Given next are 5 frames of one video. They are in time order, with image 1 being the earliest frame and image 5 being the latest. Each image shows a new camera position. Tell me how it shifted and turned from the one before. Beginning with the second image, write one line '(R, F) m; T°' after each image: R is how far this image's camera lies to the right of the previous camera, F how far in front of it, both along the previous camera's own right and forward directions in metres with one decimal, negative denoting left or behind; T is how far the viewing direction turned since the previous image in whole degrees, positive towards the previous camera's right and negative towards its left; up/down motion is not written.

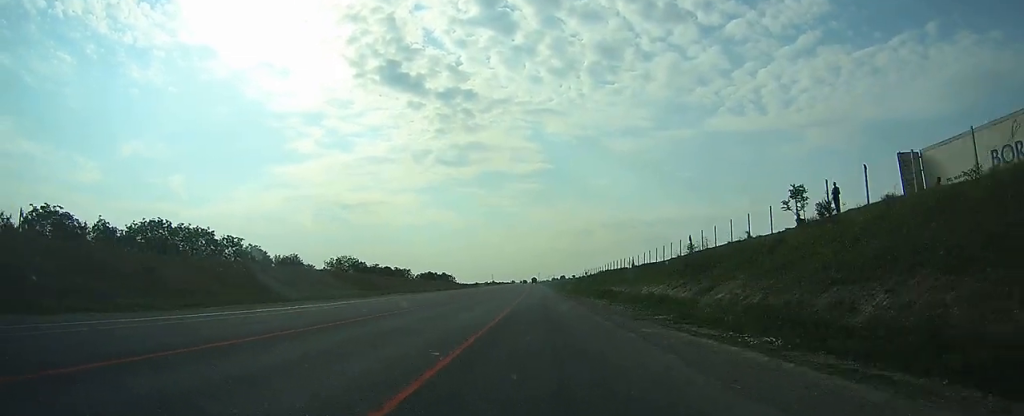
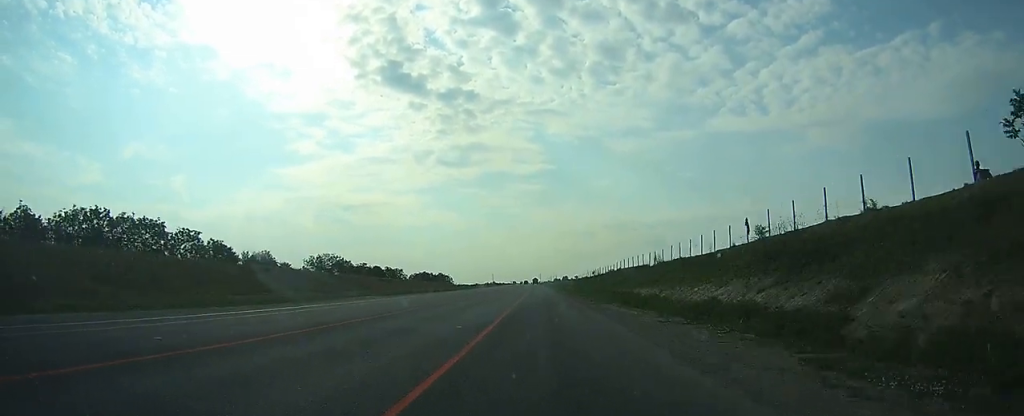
(0.0, +14.8) m; 0°
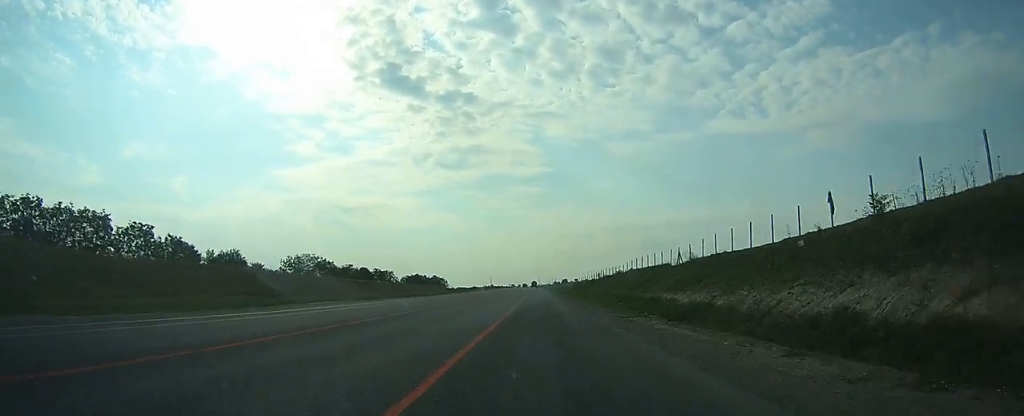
(0.0, +12.2) m; 0°
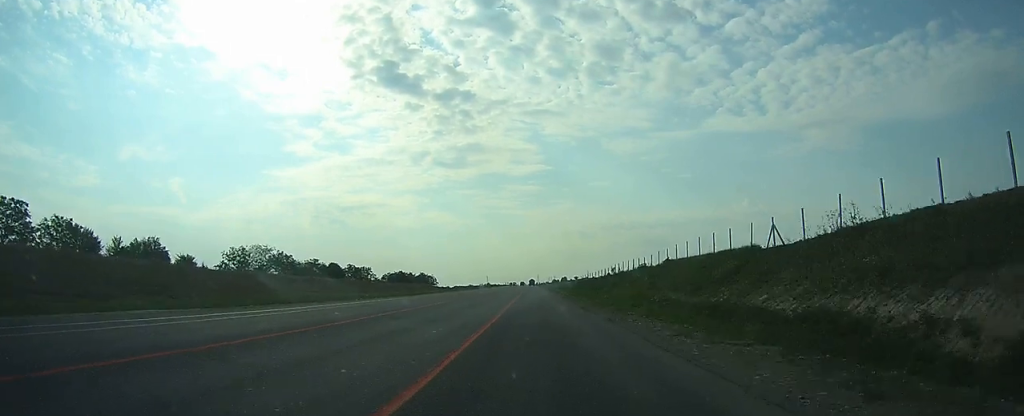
(0.0, +23.6) m; 0°
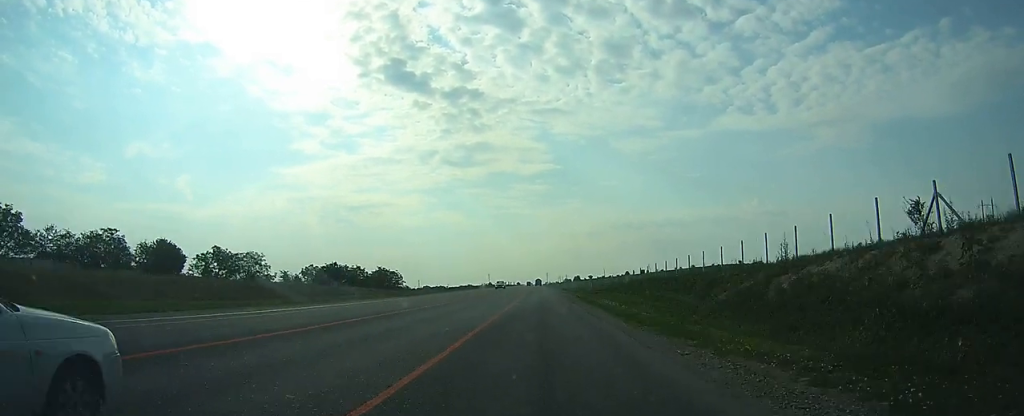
(0.0, +70.7) m; -1°
